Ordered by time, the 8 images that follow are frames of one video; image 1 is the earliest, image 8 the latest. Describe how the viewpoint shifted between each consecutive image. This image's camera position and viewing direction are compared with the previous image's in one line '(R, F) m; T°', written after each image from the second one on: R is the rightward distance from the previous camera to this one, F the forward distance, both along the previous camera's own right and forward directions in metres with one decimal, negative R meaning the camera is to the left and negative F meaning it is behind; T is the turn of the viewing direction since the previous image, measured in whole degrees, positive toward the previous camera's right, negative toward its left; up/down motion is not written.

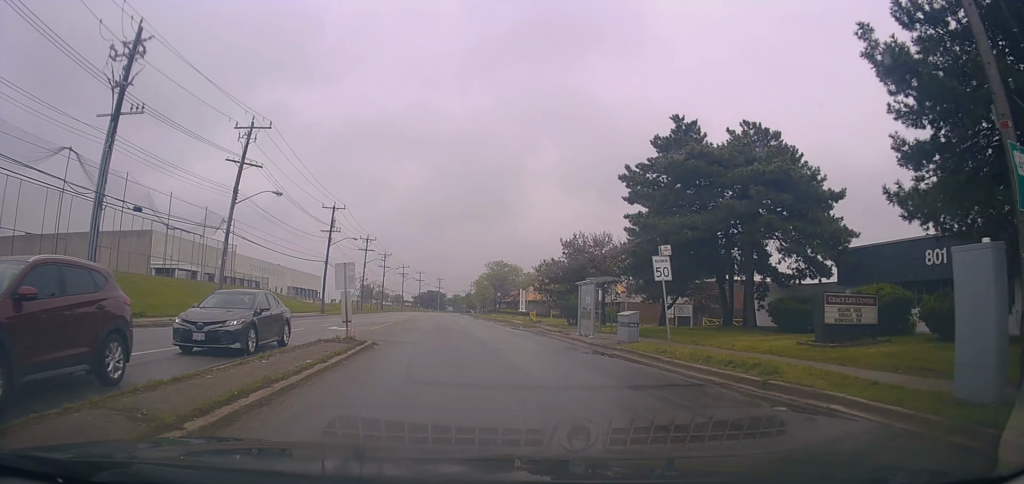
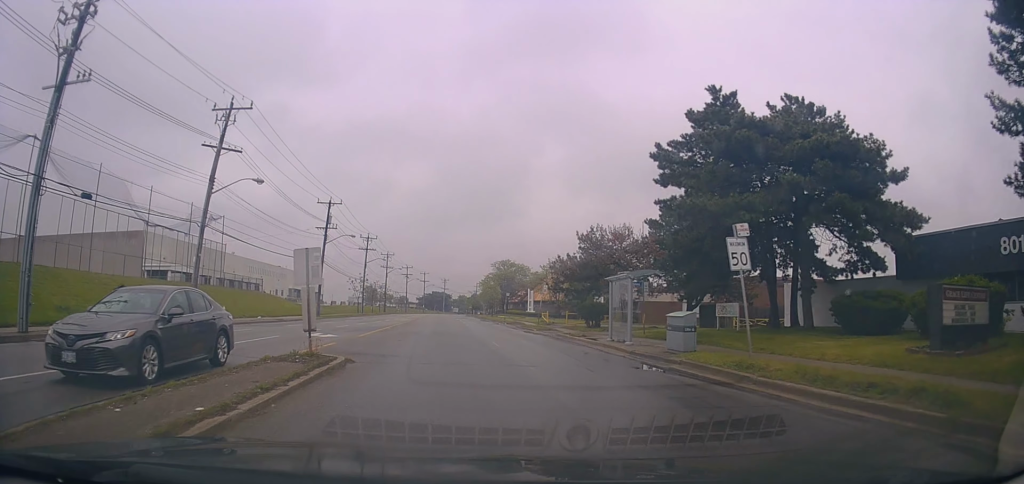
(-0.1, +4.1) m; -1°
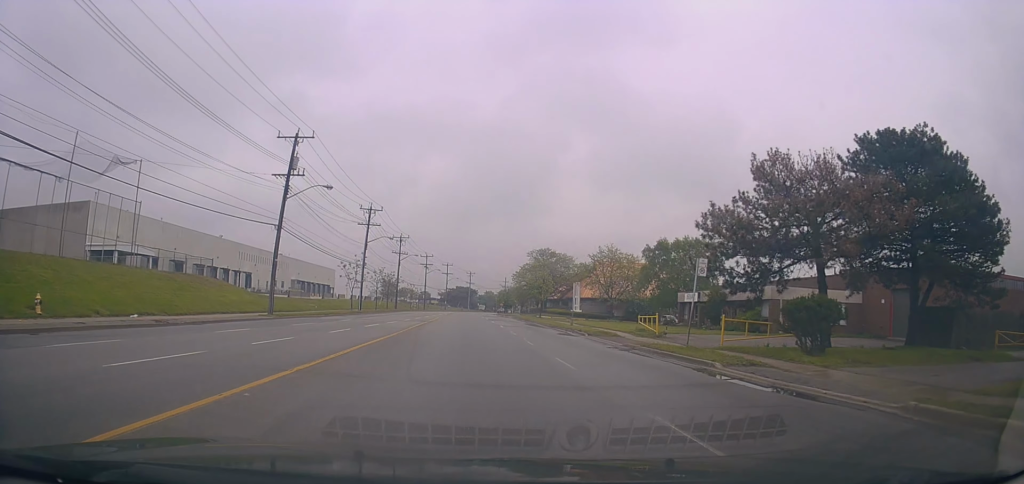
(-0.9, +22.8) m; -7°
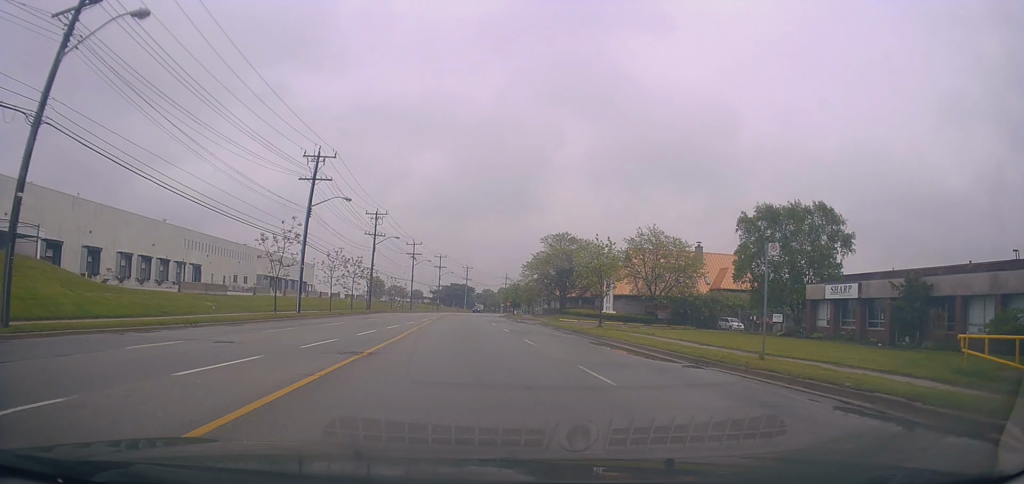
(+0.1, +24.9) m; +3°
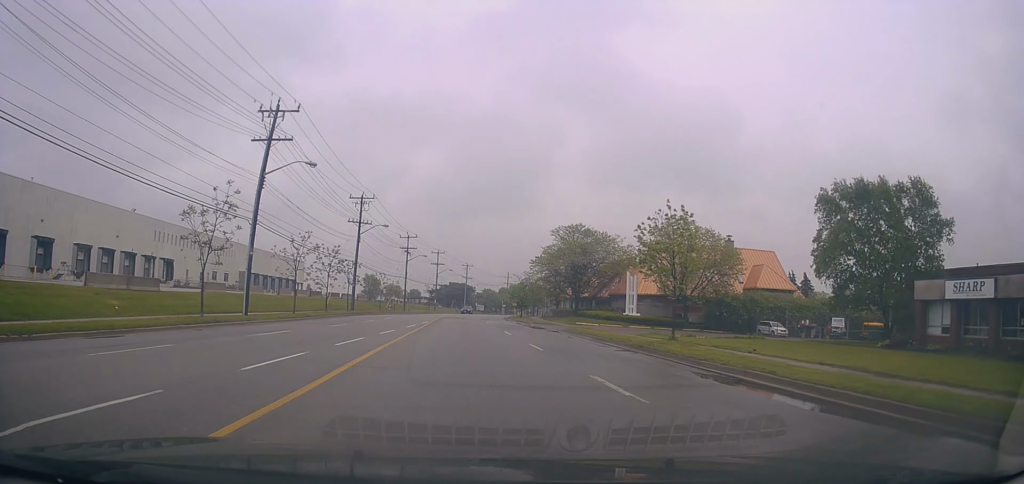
(+0.3, +10.8) m; 0°
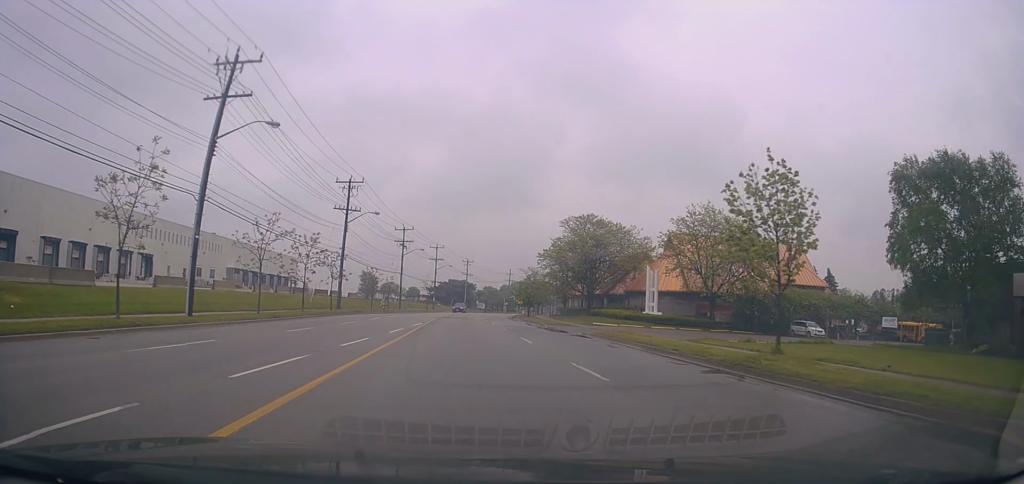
(-0.3, +7.6) m; 0°
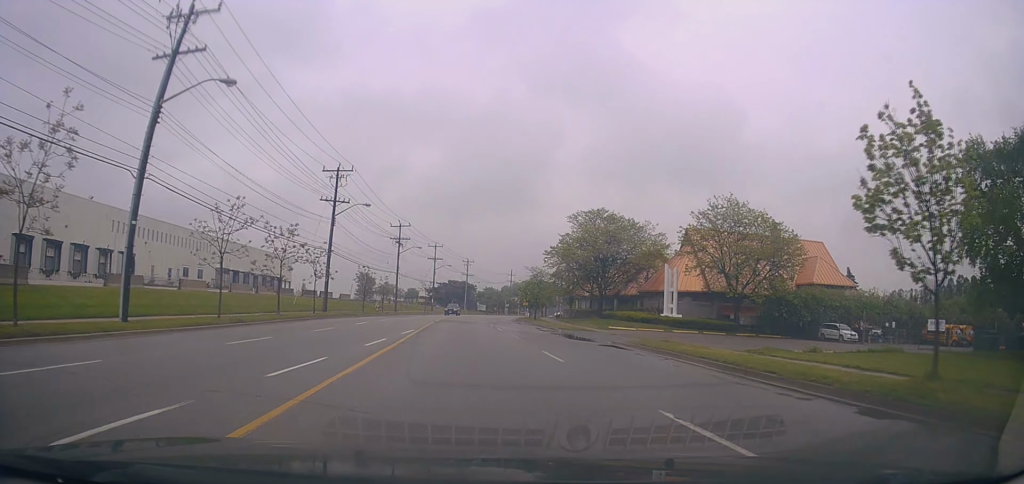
(-0.1, +5.7) m; 0°
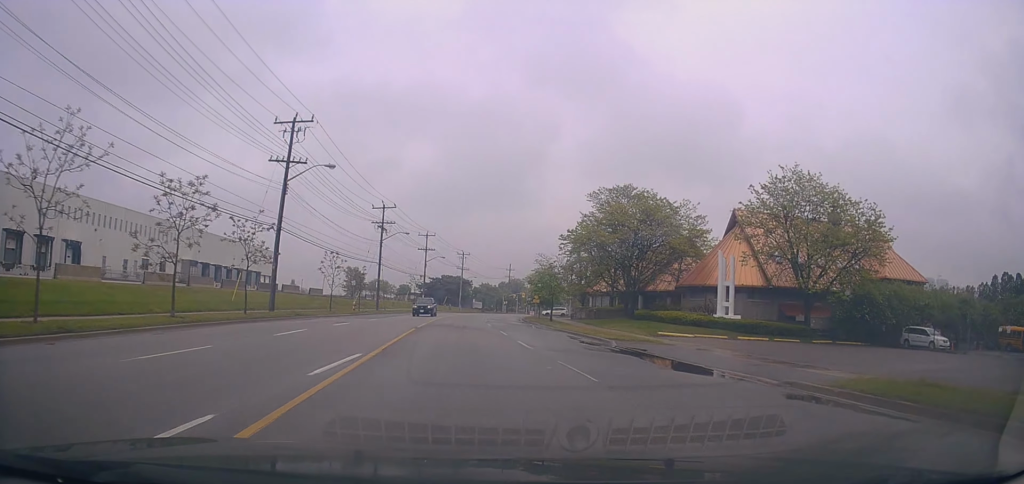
(+0.5, +13.4) m; 0°
